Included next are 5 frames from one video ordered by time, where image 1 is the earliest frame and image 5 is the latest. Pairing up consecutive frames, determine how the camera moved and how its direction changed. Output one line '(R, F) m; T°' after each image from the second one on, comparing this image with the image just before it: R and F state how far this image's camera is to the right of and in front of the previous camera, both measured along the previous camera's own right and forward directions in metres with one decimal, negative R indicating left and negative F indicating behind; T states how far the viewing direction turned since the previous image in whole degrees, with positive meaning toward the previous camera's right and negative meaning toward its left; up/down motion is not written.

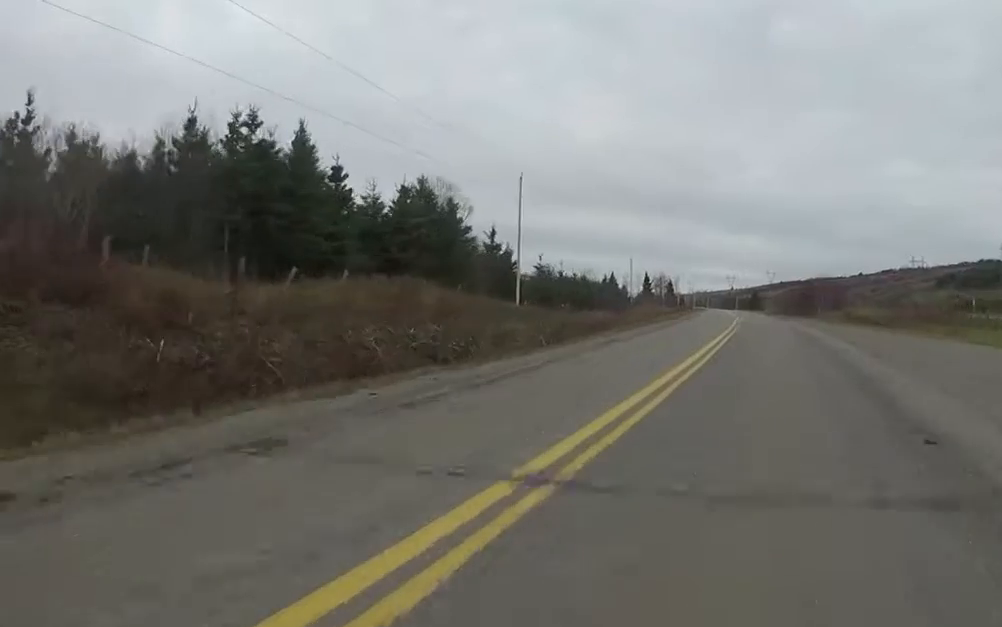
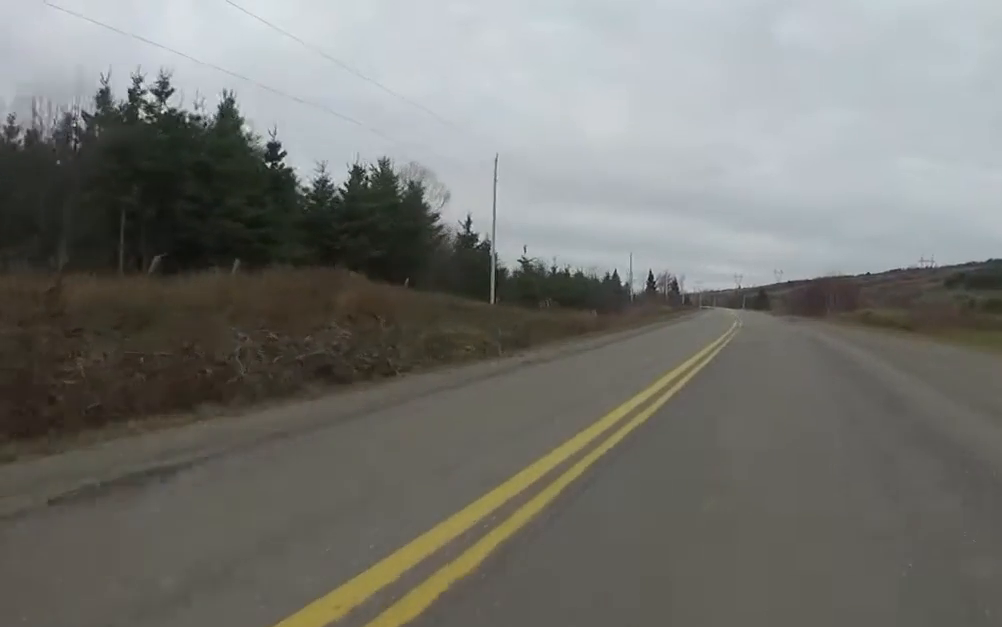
(+0.7, +5.1) m; 0°
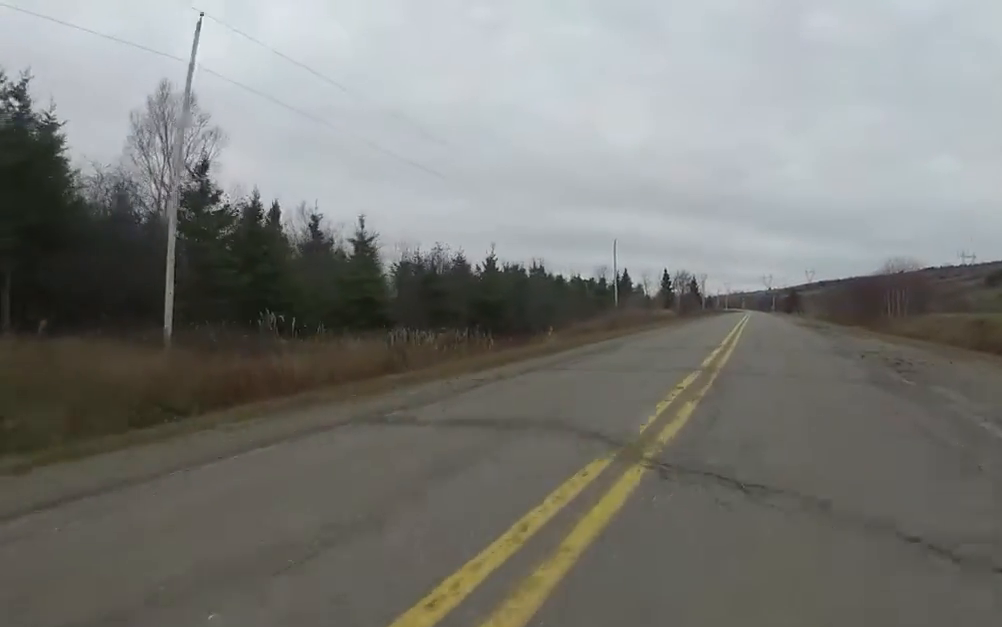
(-0.5, +24.2) m; -1°
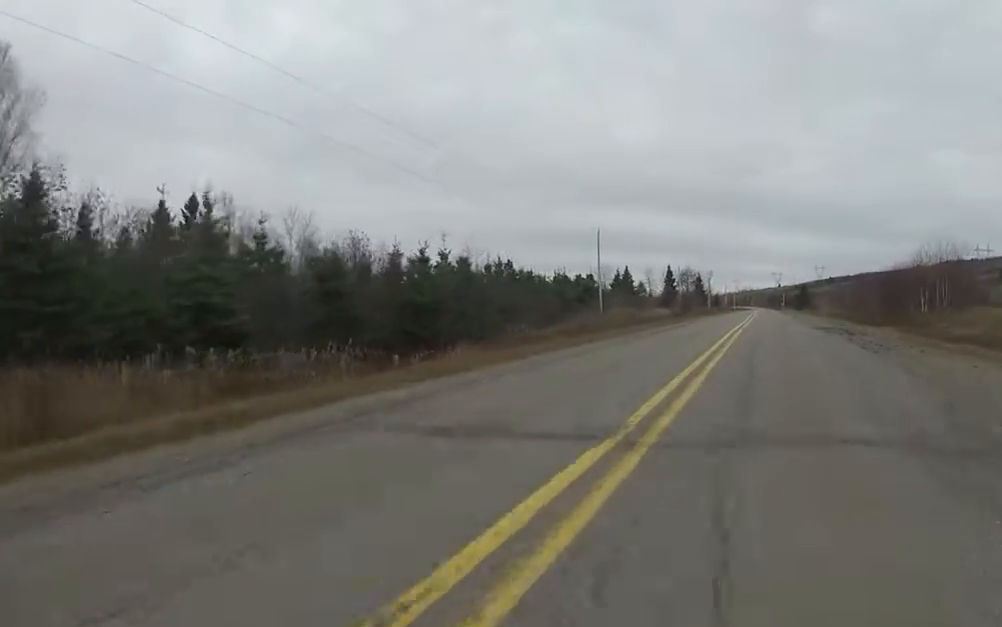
(-0.9, +10.1) m; -6°
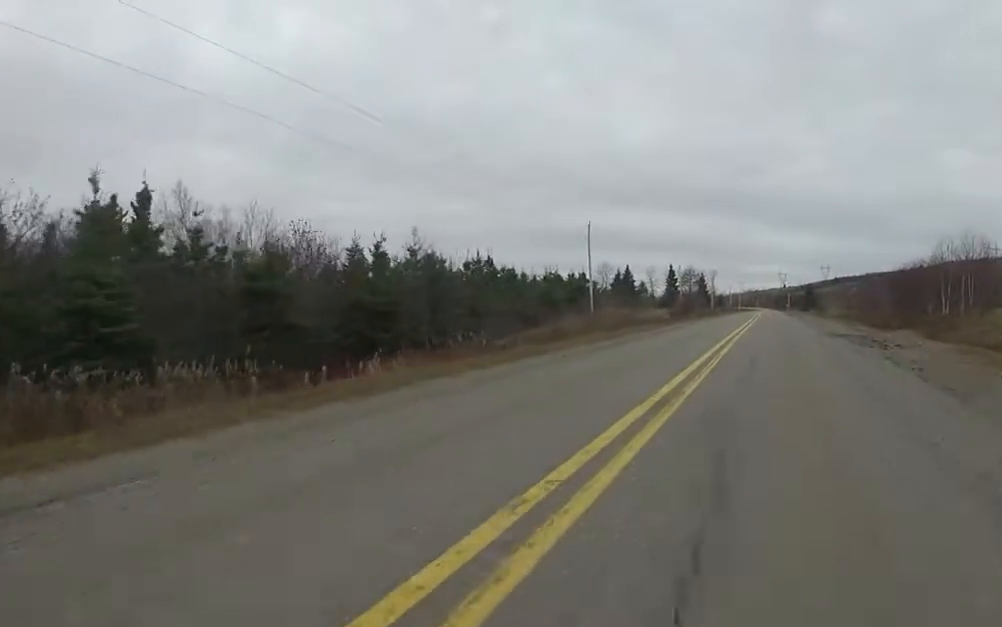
(-0.1, +4.9) m; -1°
